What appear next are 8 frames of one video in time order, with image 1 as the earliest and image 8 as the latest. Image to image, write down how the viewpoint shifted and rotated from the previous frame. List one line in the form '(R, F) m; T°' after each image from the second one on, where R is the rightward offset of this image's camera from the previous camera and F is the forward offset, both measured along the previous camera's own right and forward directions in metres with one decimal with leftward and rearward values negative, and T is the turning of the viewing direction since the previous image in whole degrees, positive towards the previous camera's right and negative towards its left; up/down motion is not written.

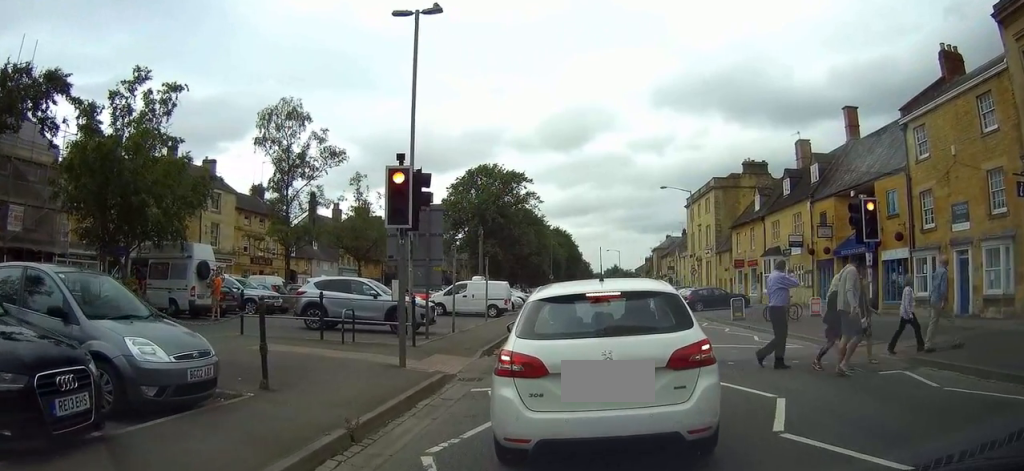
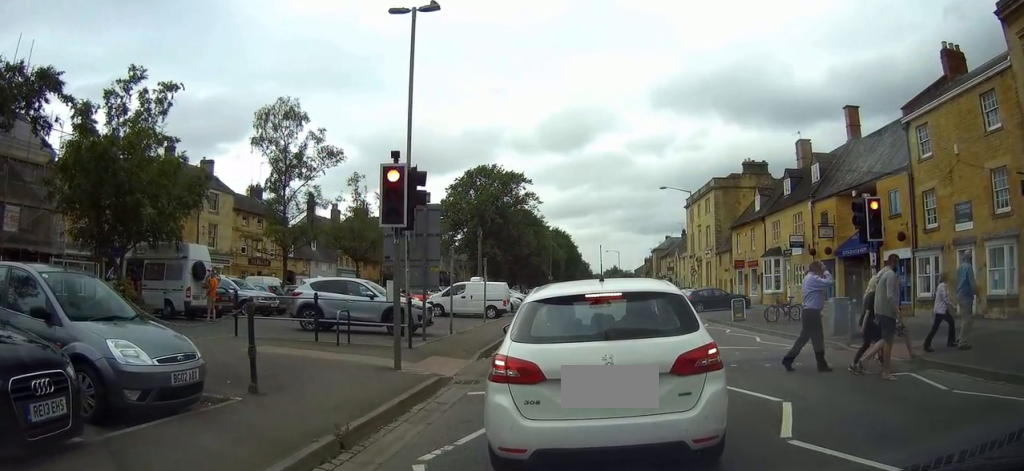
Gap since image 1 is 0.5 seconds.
(-0.1, +0.5) m; 0°
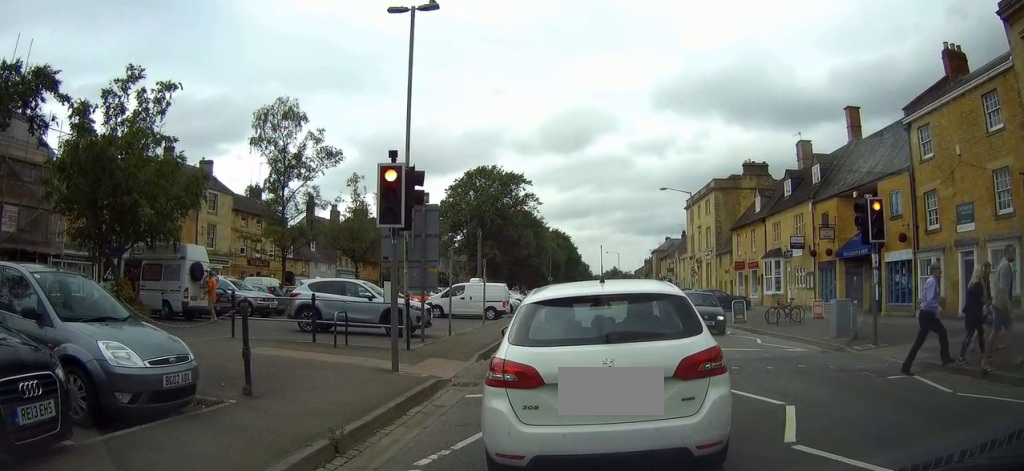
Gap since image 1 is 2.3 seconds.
(-0.2, +0.9) m; 0°
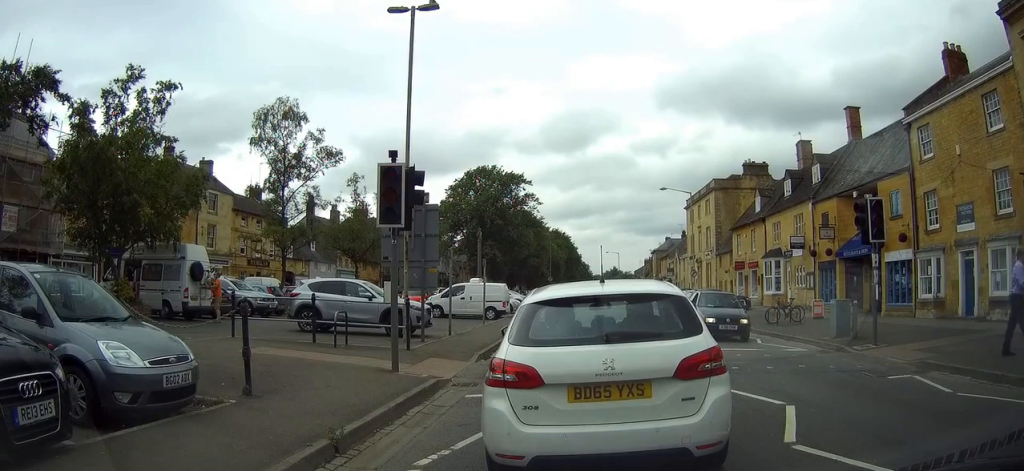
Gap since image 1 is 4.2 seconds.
(0.0, +0.4) m; 0°
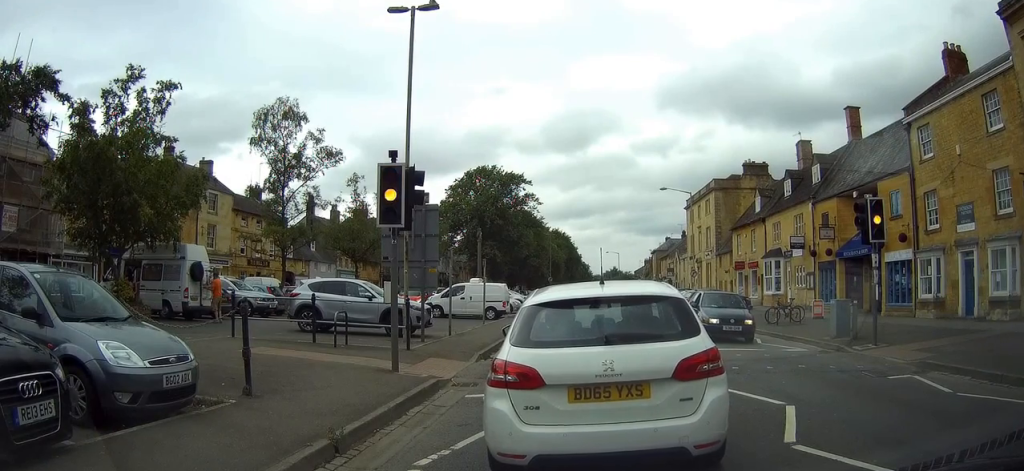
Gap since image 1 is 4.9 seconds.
(0.0, 0.0) m; 0°
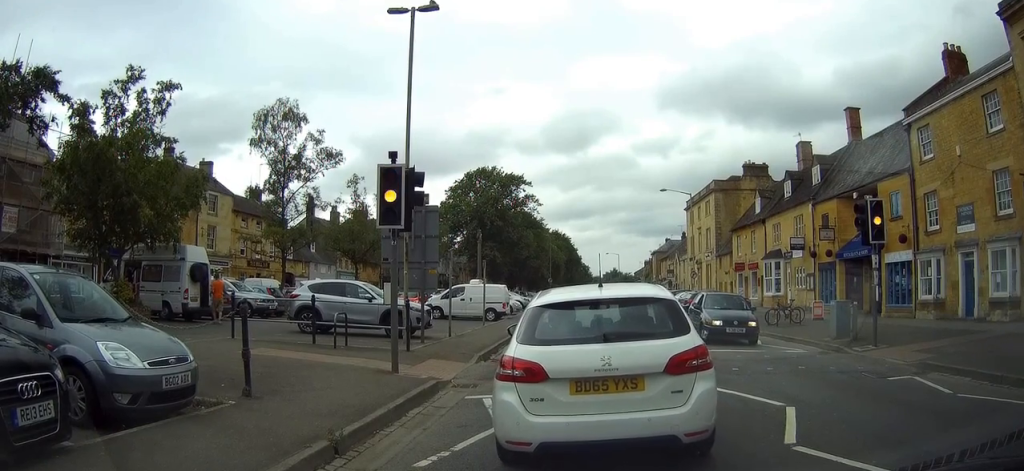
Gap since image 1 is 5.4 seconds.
(0.0, 0.0) m; 0°
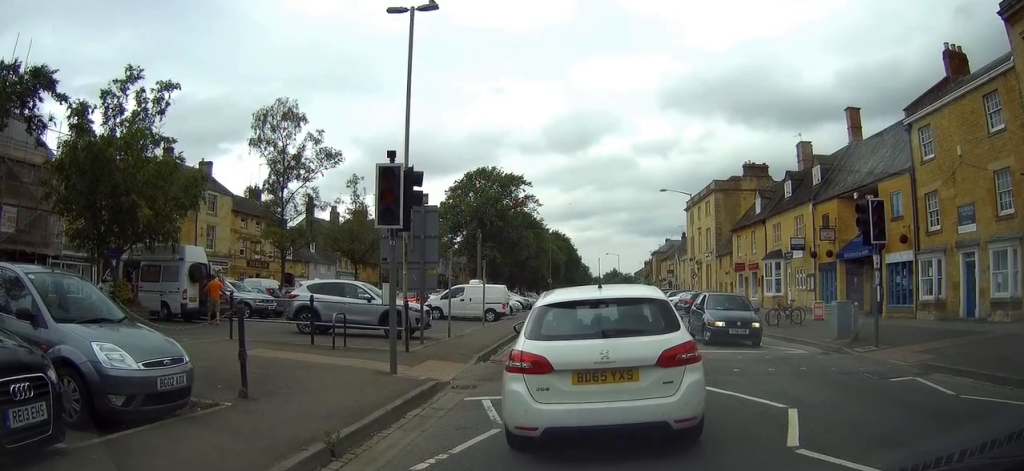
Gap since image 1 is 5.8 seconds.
(0.0, 0.0) m; 0°
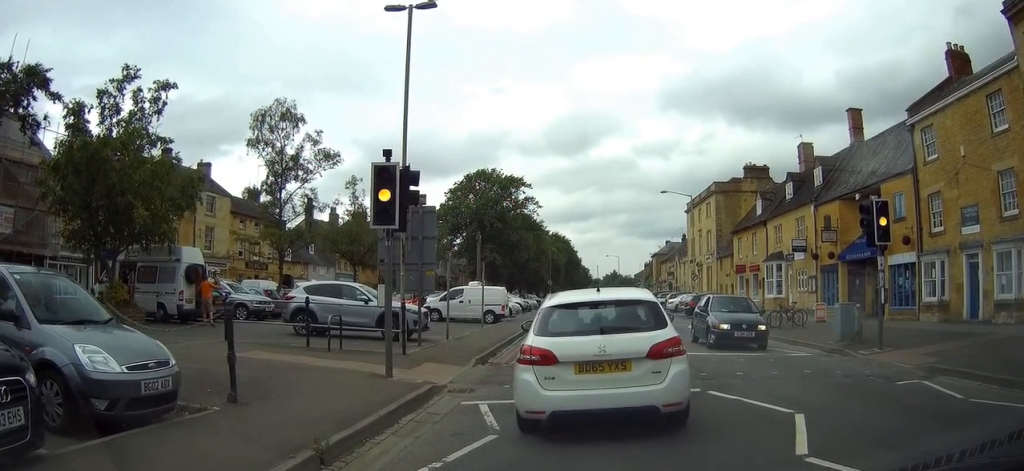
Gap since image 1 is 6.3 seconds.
(0.0, +0.2) m; 0°
